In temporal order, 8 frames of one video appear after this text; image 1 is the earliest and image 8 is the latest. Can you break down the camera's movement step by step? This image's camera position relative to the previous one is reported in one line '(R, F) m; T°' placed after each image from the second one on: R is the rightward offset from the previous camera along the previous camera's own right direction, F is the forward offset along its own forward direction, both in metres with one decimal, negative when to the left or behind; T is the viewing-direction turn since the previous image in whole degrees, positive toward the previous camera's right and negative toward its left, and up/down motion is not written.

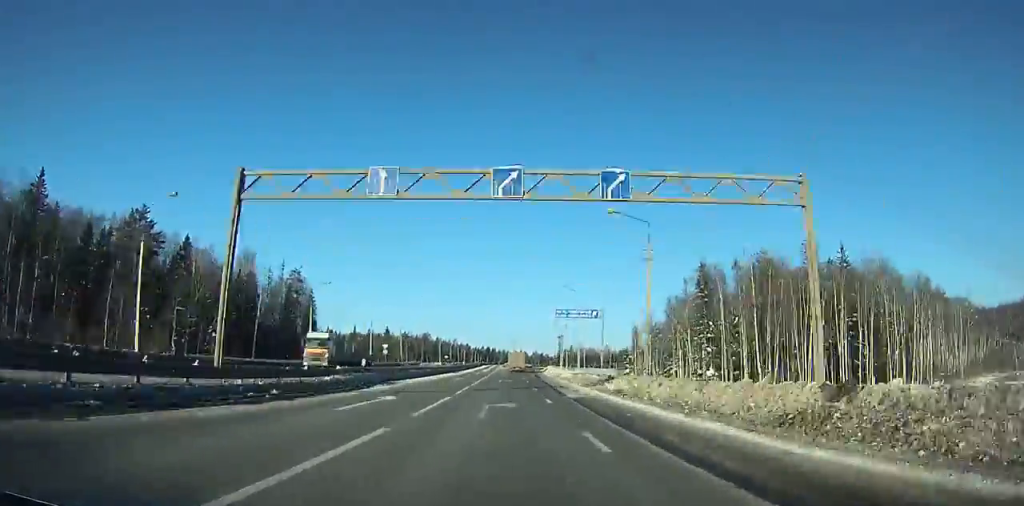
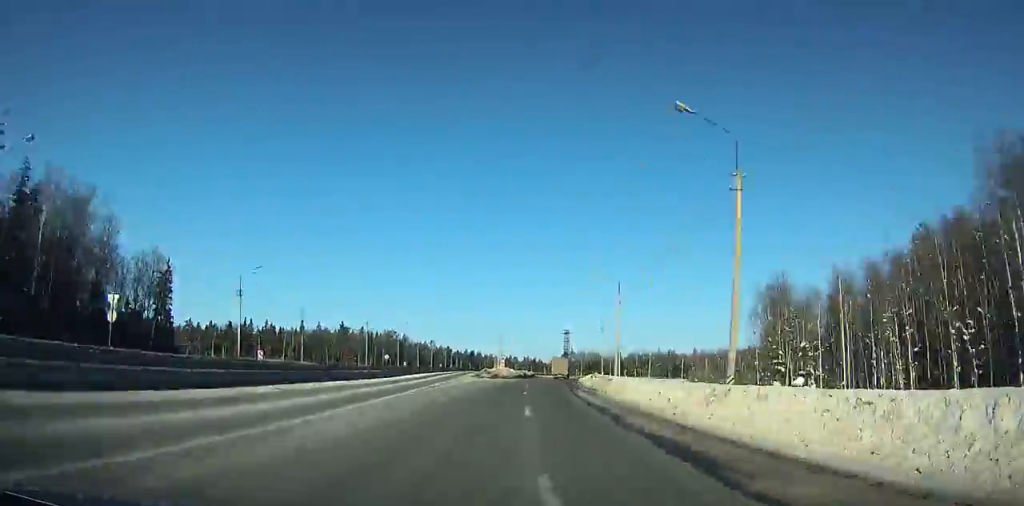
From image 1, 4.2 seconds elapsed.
(+0.7, +85.8) m; +3°
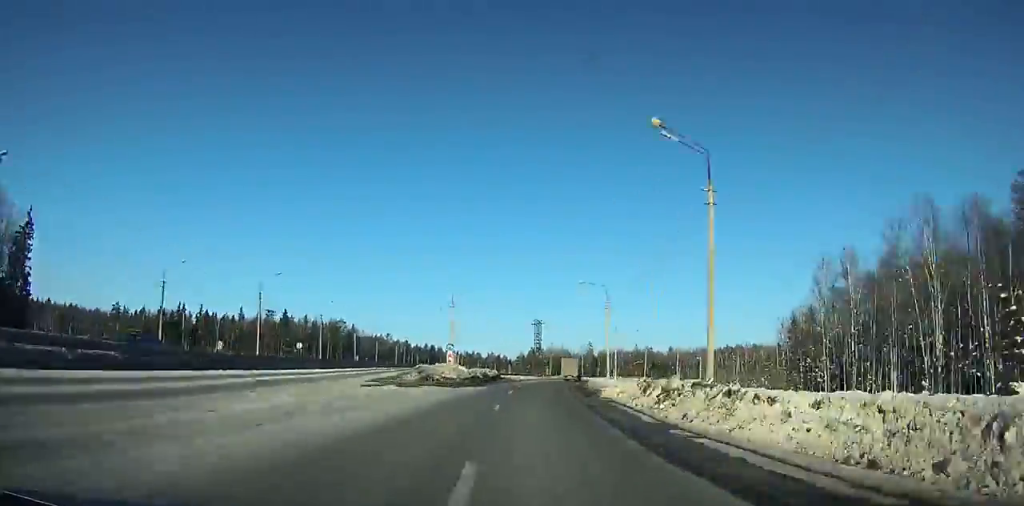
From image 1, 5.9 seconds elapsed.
(+1.5, +34.1) m; +4°
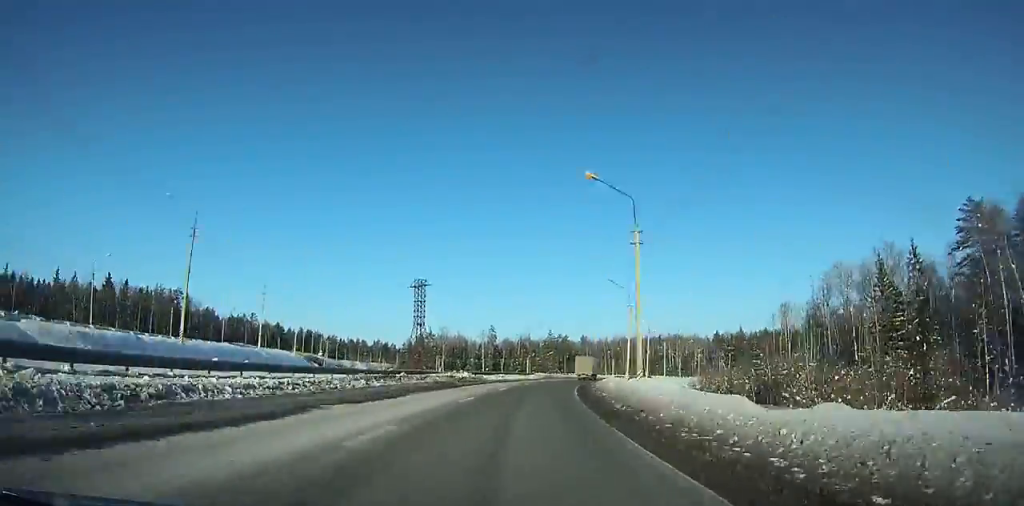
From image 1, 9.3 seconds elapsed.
(+4.6, +66.8) m; +10°
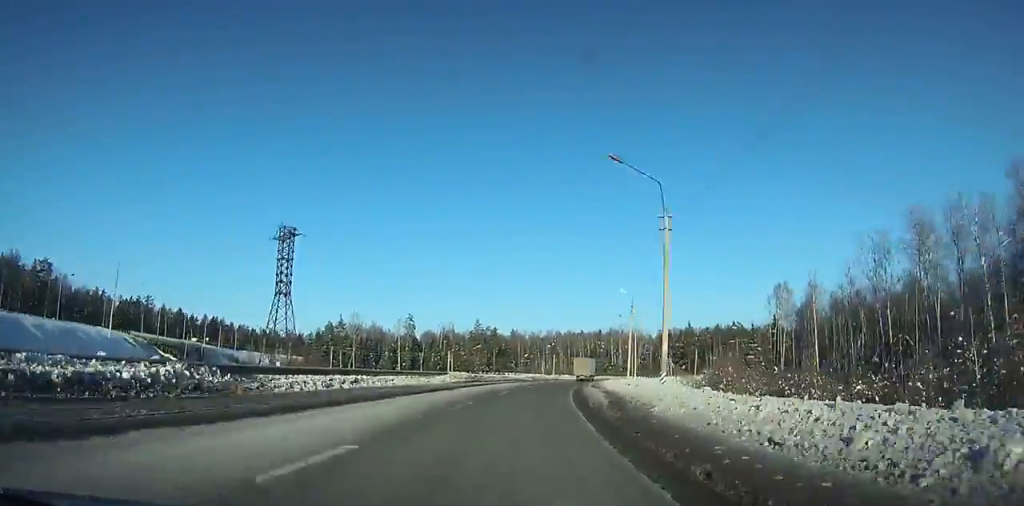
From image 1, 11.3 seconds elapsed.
(+2.2, +38.2) m; +7°
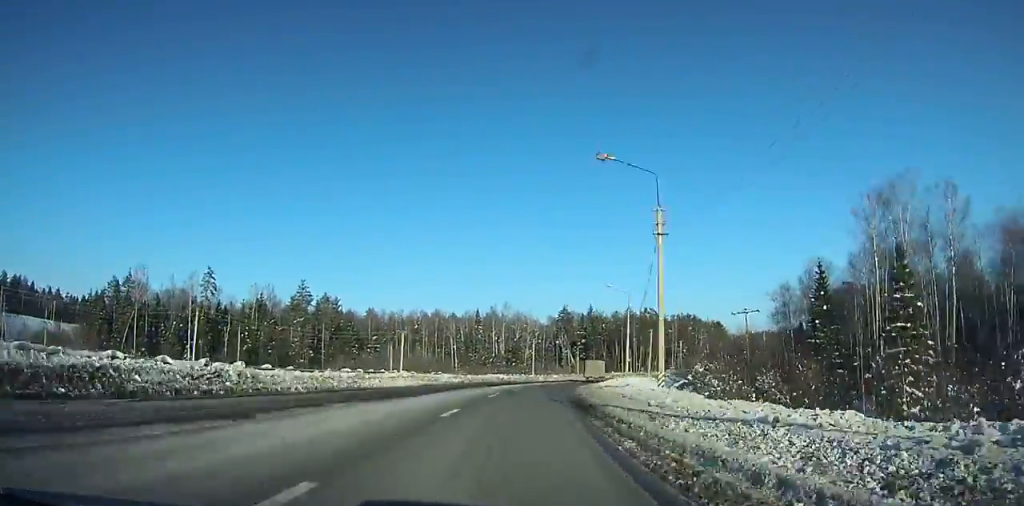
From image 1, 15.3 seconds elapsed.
(+8.7, +74.9) m; +13°
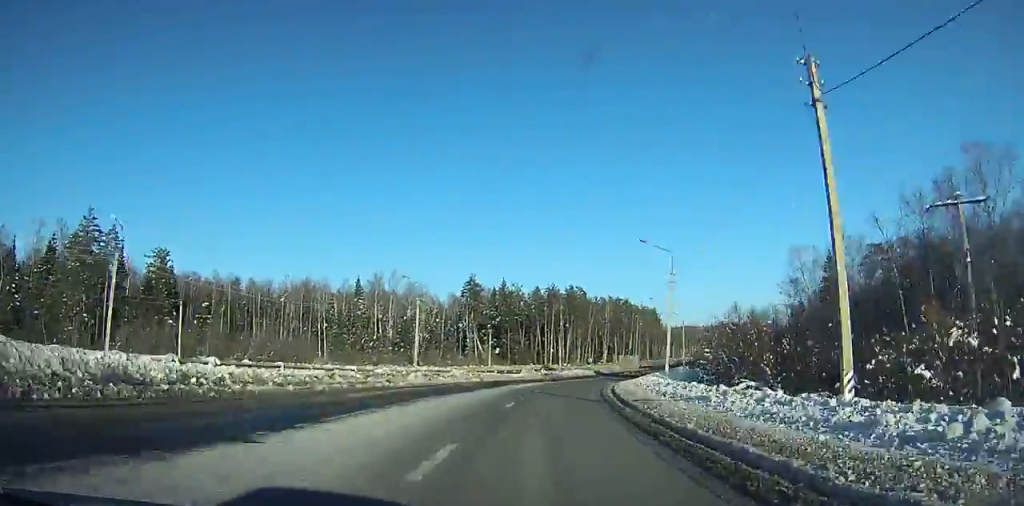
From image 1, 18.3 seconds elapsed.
(+5.0, +56.1) m; +11°
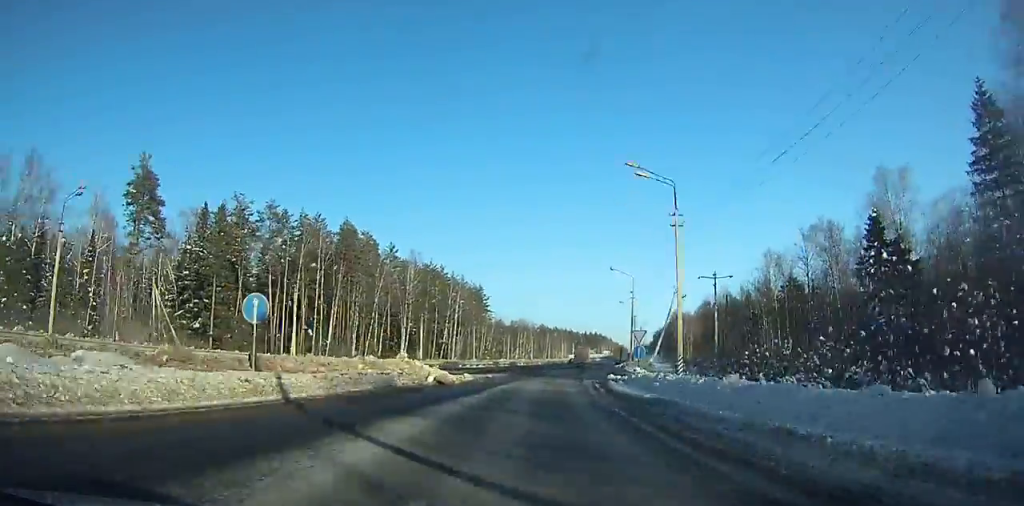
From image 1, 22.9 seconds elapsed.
(+12.9, +85.5) m; +16°
